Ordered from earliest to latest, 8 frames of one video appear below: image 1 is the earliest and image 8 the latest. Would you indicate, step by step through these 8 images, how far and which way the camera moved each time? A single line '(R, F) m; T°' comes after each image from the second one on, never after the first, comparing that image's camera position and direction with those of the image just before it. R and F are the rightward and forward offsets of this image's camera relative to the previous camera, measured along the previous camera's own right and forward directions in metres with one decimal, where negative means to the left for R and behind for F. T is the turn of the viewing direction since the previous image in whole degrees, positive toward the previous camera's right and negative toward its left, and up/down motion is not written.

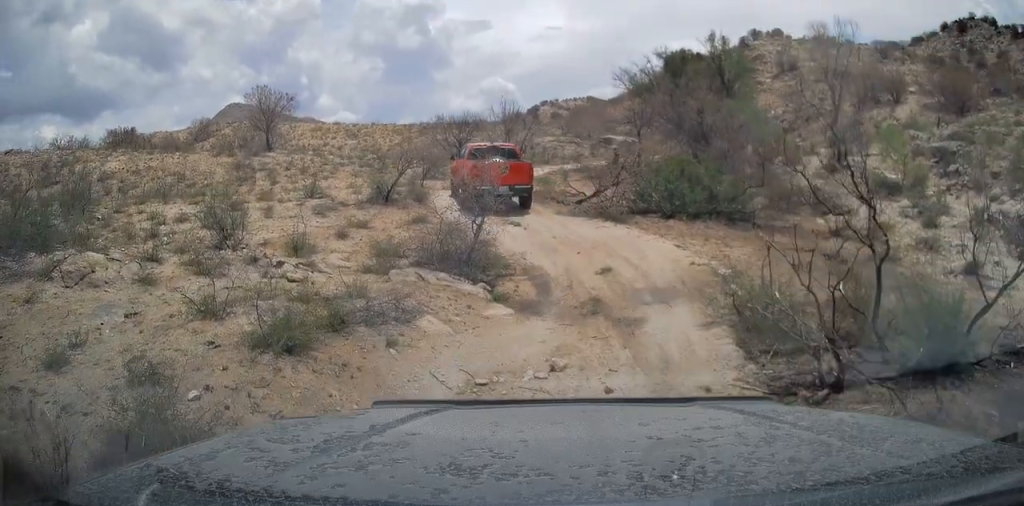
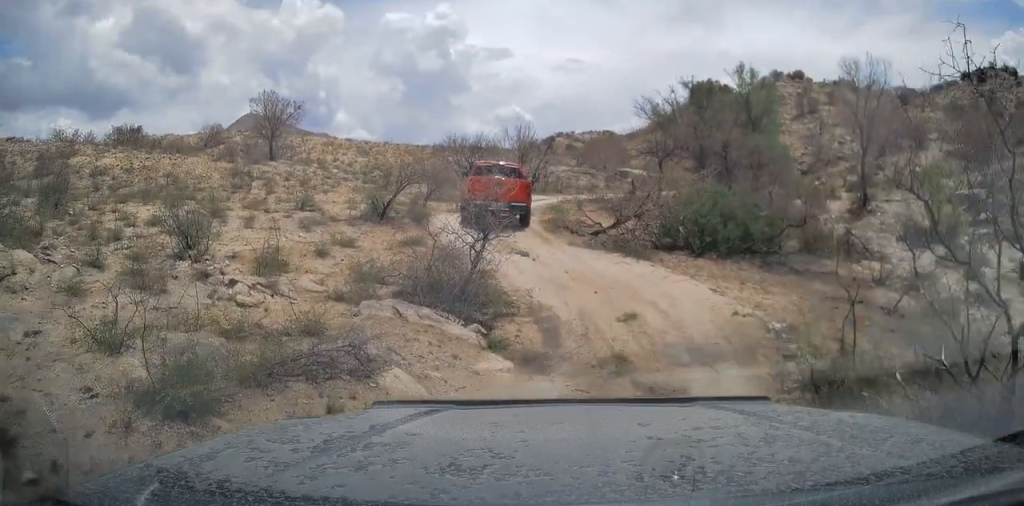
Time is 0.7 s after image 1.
(+0.1, +1.9) m; -1°
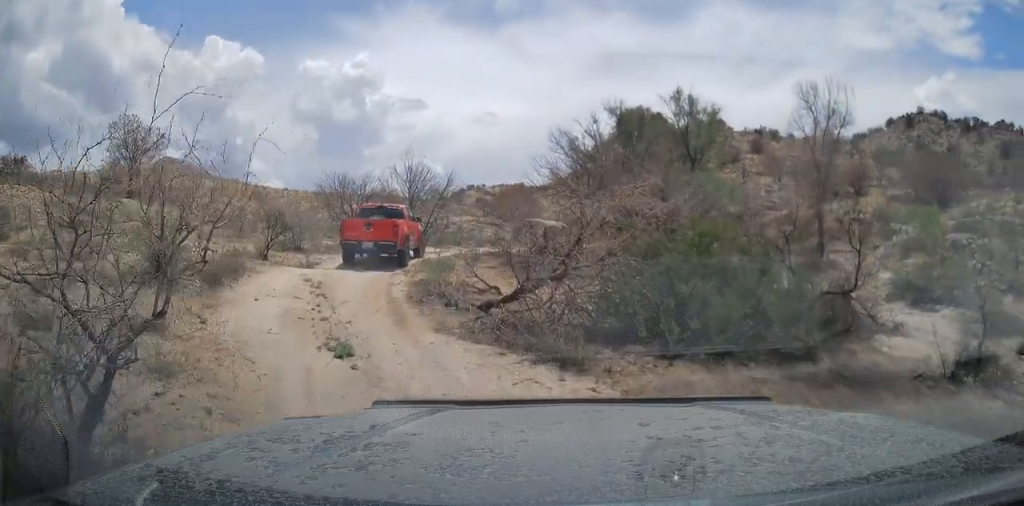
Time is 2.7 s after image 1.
(+0.1, +5.9) m; -1°
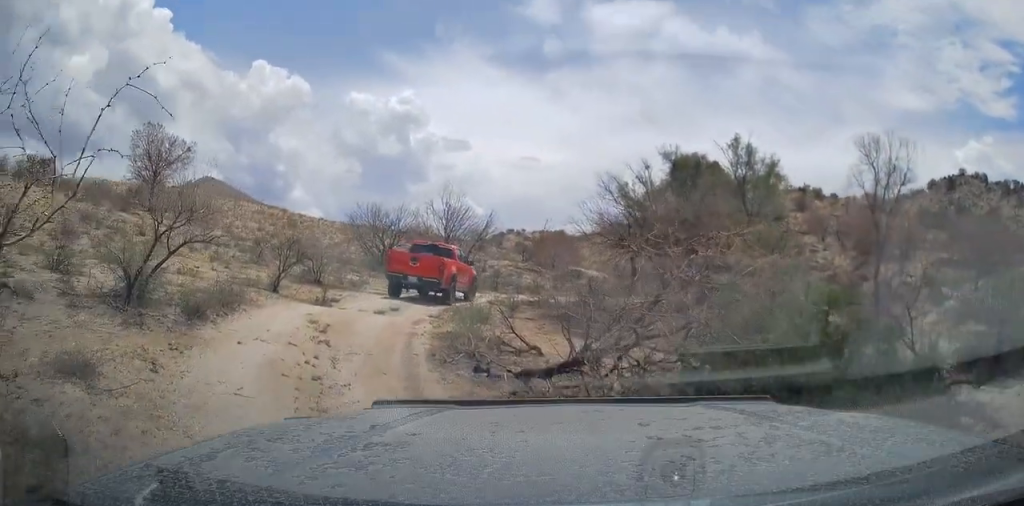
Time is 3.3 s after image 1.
(+0.2, +1.9) m; -5°
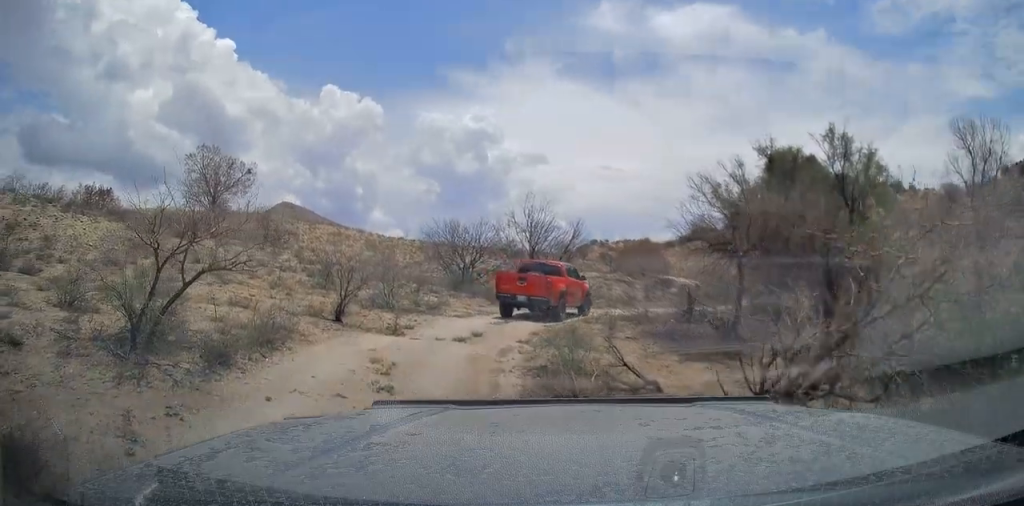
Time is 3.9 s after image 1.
(-0.4, +1.9) m; -9°
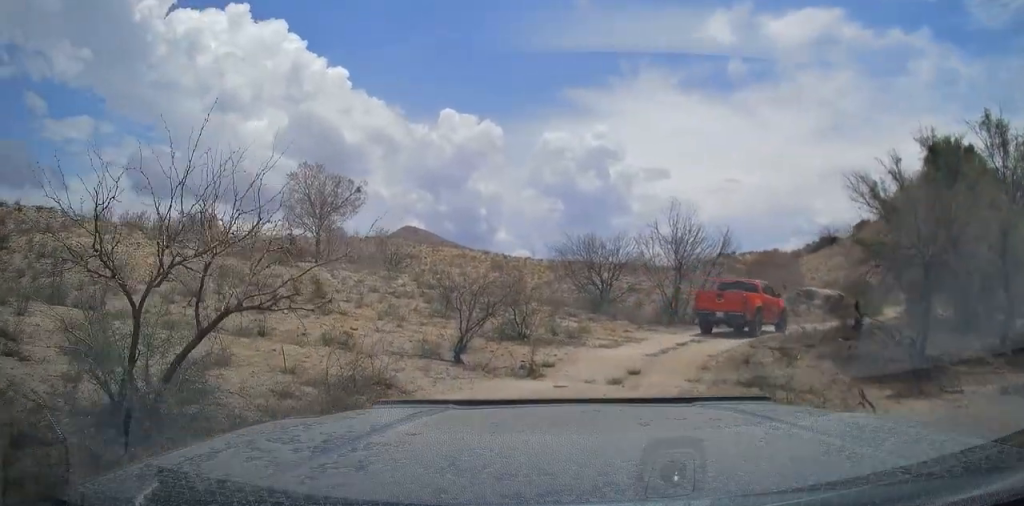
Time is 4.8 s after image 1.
(-0.2, +3.0) m; -3°
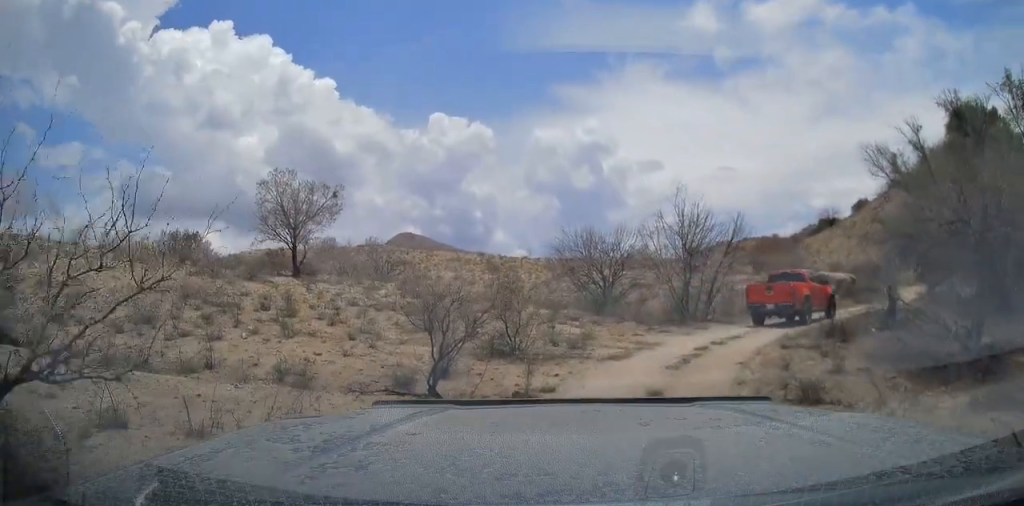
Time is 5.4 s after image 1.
(0.0, +2.3) m; +2°
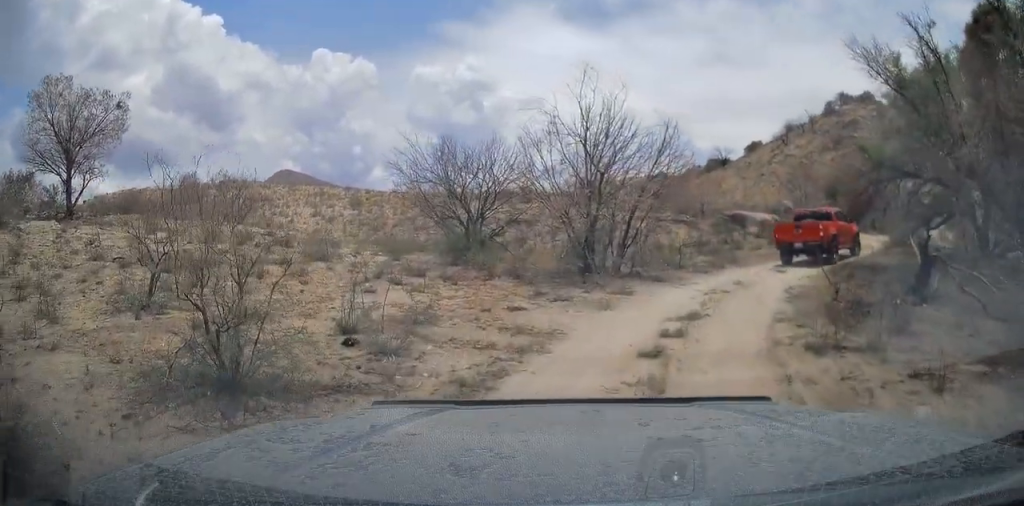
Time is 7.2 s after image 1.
(+0.8, +6.7) m; +15°
